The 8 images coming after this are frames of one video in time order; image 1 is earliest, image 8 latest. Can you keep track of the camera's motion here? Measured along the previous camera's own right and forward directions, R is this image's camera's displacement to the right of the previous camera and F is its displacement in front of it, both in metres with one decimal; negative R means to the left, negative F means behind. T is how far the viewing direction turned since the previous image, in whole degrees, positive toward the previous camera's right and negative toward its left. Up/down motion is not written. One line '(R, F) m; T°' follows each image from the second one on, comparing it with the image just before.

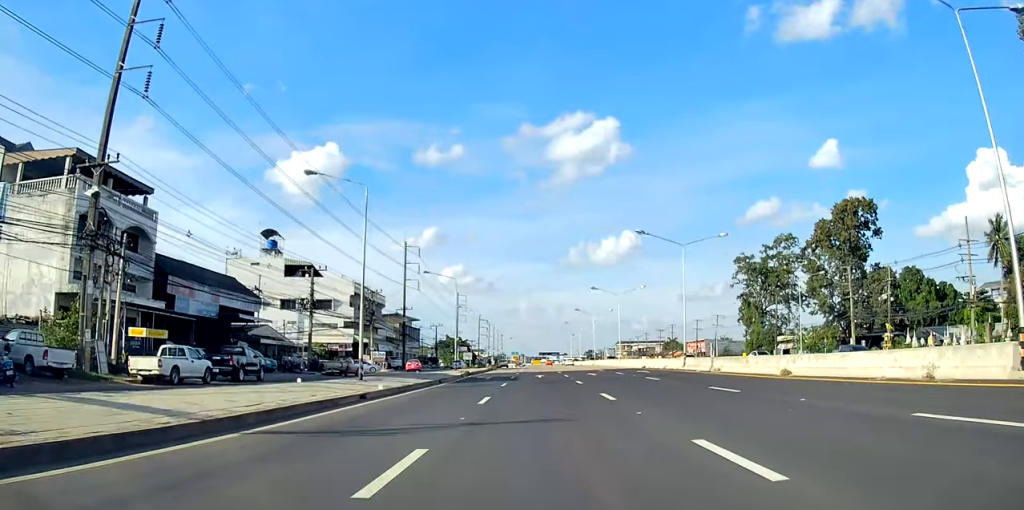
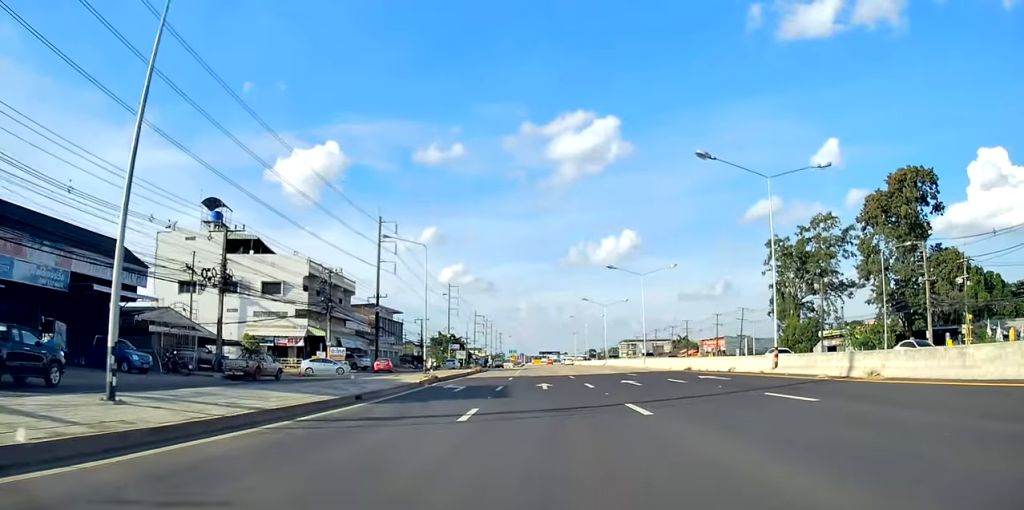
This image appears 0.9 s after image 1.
(+0.1, +19.3) m; 0°
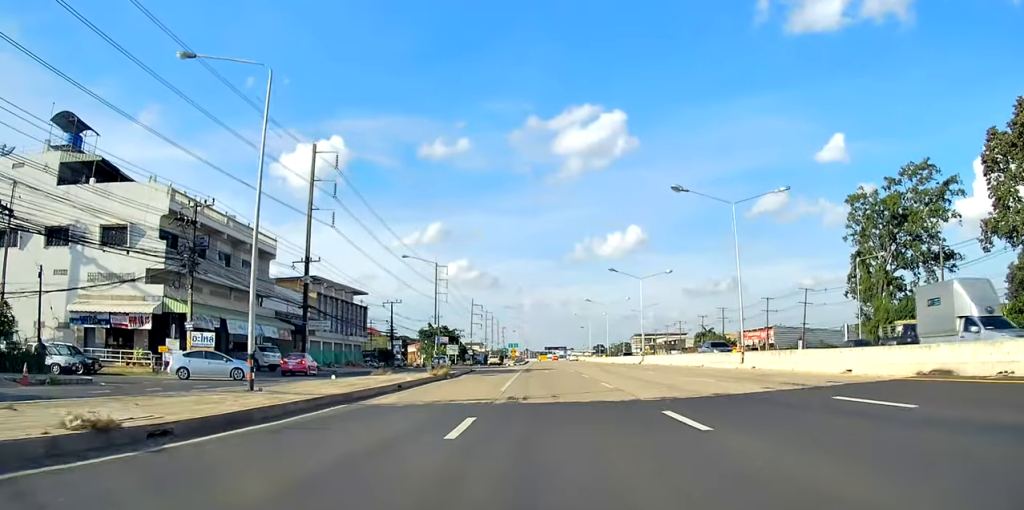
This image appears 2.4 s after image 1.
(-0.3, +29.0) m; -1°
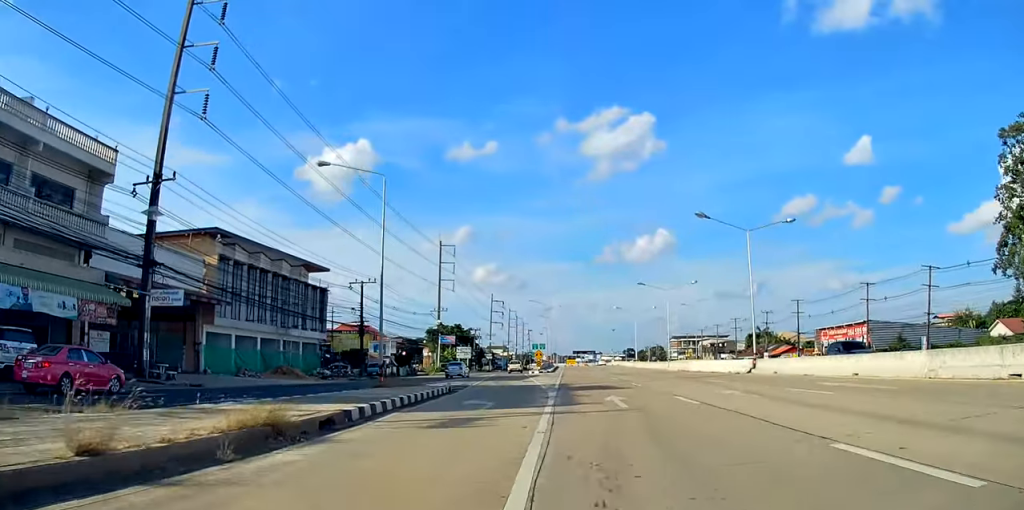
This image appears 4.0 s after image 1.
(-0.2, +28.6) m; -2°
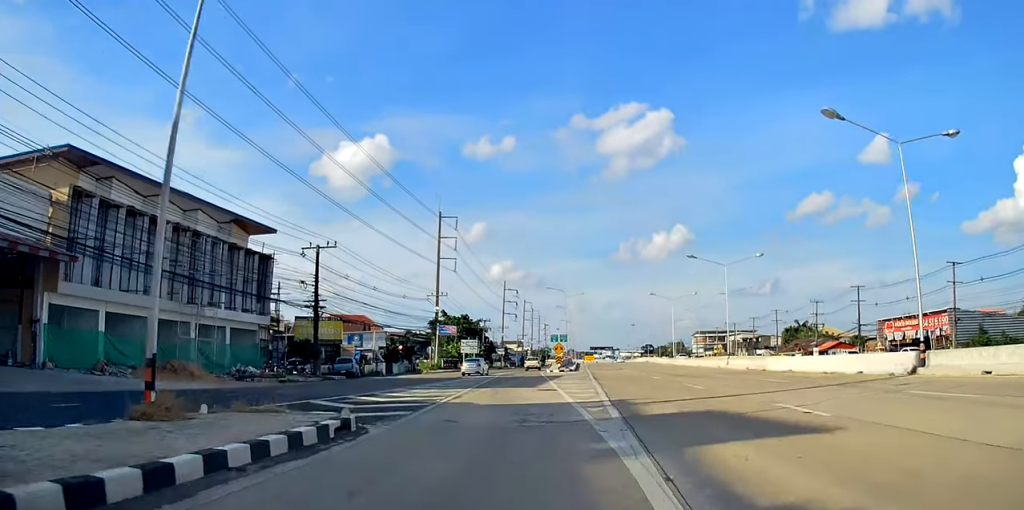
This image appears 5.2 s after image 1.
(-0.3, +17.8) m; -2°
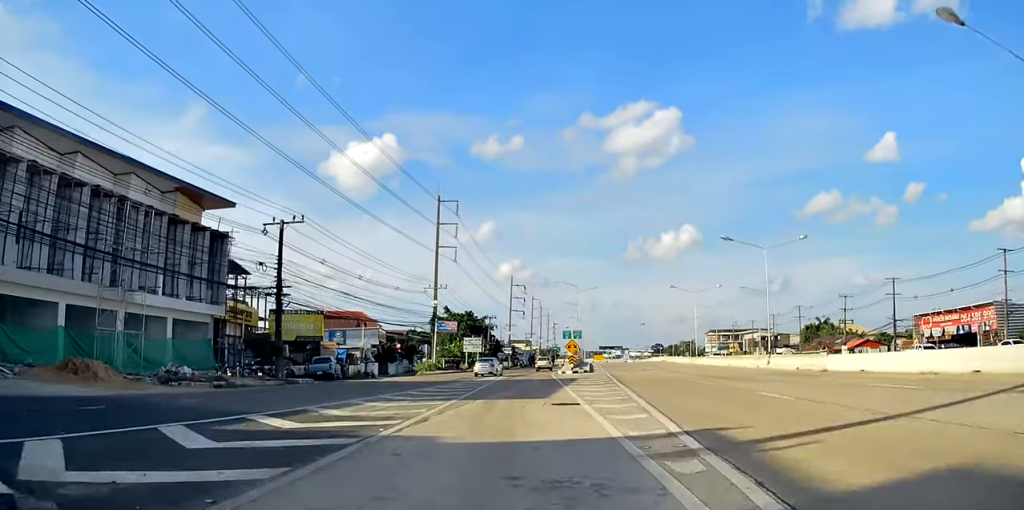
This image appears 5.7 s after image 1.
(+0.1, +7.8) m; -1°
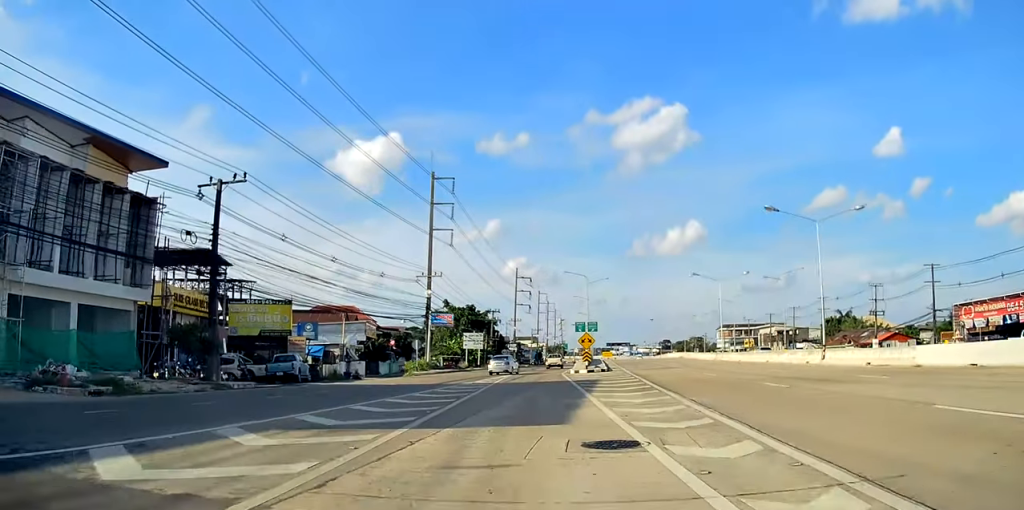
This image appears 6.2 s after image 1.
(-0.4, +8.0) m; 0°
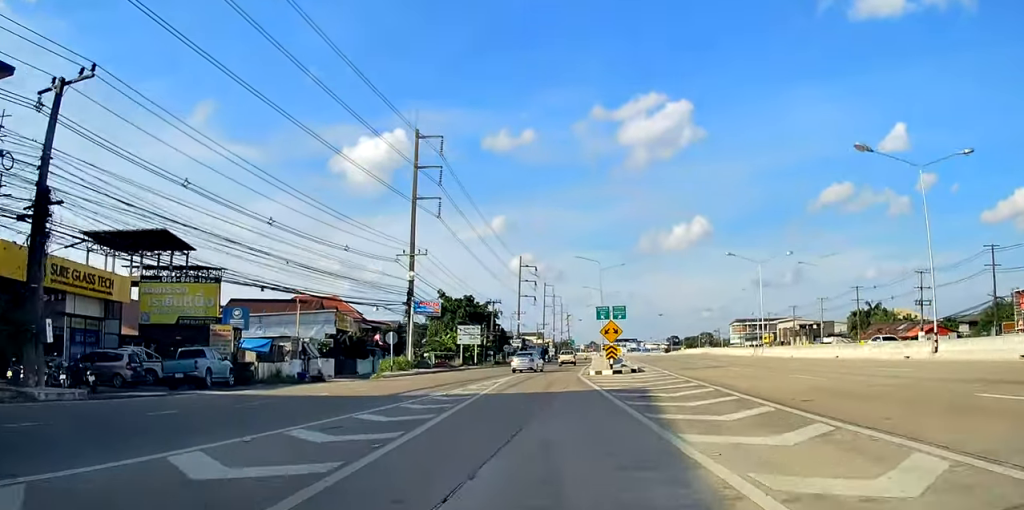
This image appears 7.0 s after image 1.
(+0.2, +11.8) m; 0°
